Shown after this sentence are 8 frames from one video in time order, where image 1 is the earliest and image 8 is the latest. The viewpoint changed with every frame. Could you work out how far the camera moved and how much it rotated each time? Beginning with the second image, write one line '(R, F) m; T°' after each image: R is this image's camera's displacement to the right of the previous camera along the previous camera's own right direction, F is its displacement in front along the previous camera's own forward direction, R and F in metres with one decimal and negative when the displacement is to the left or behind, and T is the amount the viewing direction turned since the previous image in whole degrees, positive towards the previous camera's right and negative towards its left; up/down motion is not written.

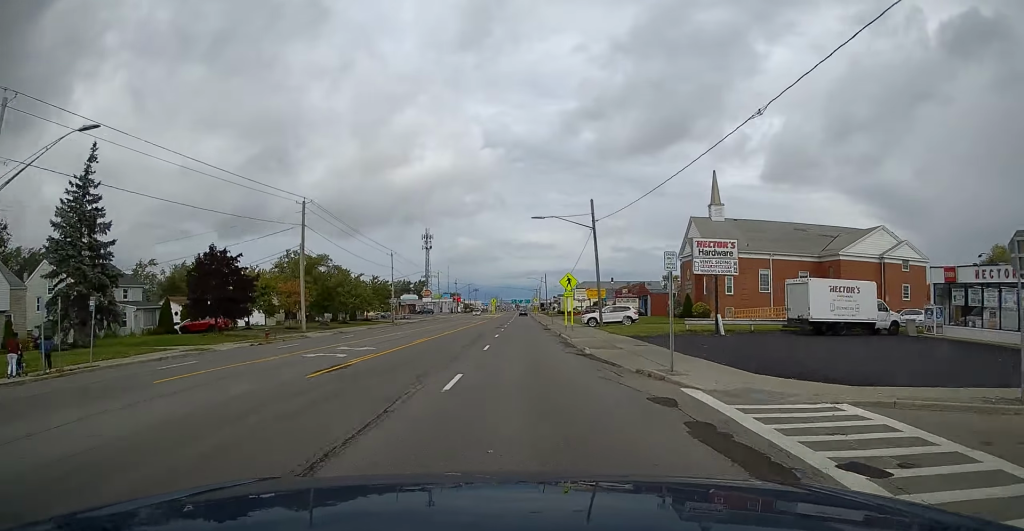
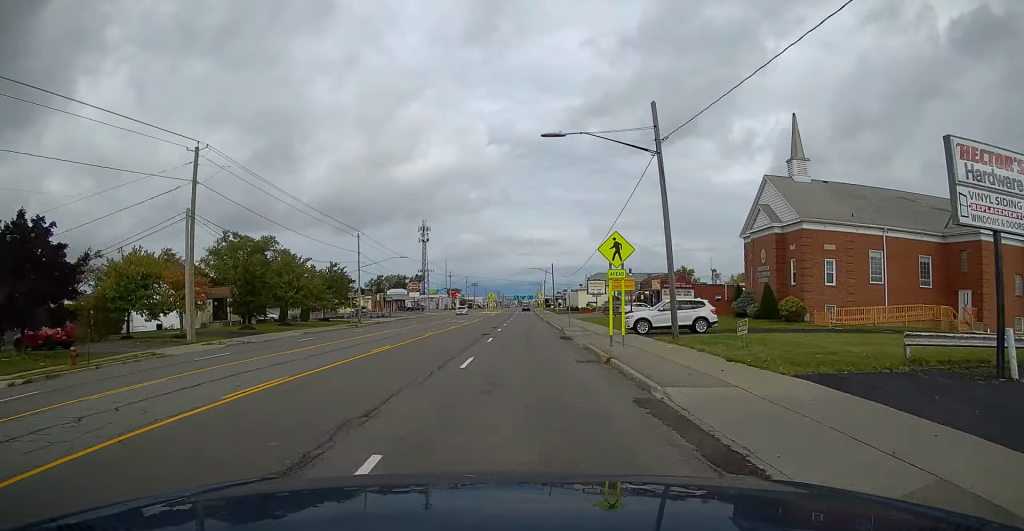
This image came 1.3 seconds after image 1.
(0.0, +21.8) m; 0°
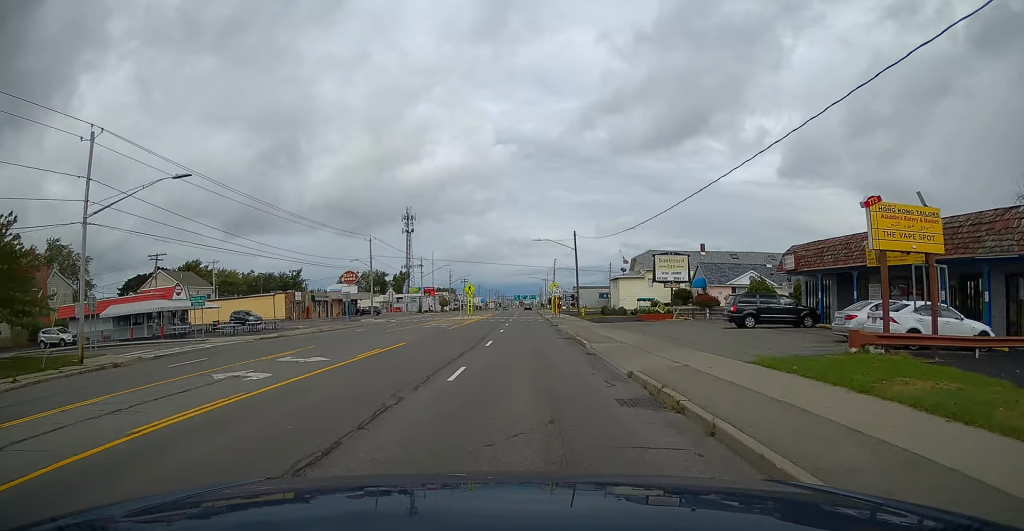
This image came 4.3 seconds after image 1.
(0.0, +50.7) m; 0°
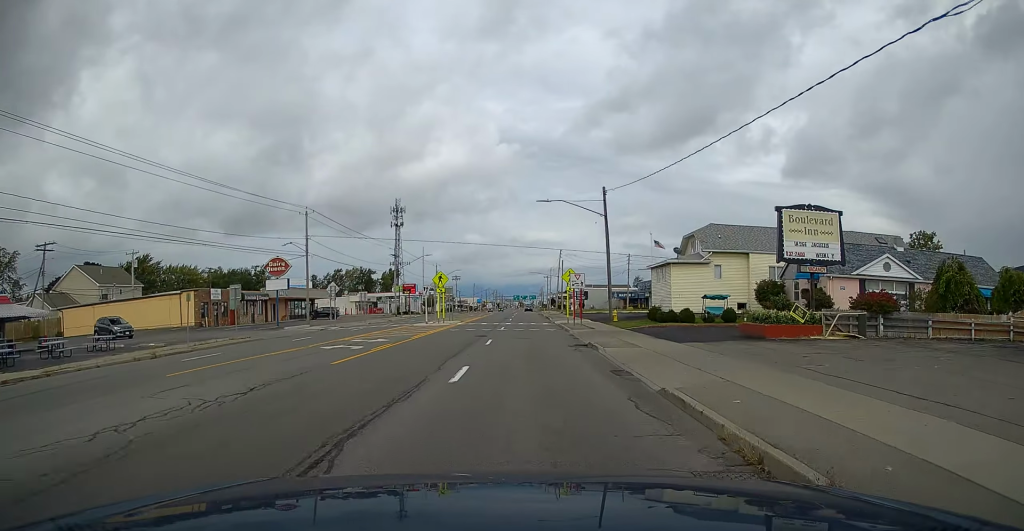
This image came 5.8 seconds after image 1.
(0.0, +24.8) m; 0°
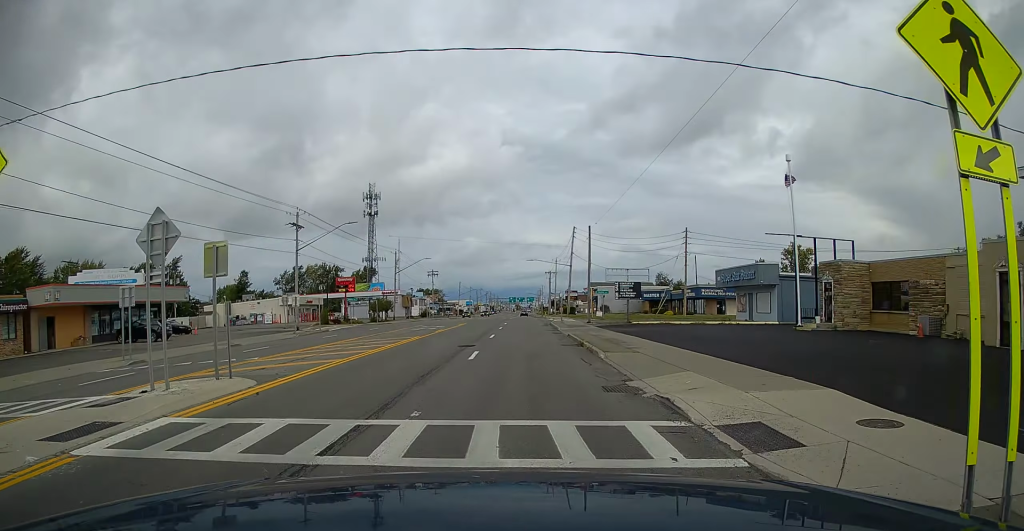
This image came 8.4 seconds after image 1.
(+0.1, +42.2) m; 0°
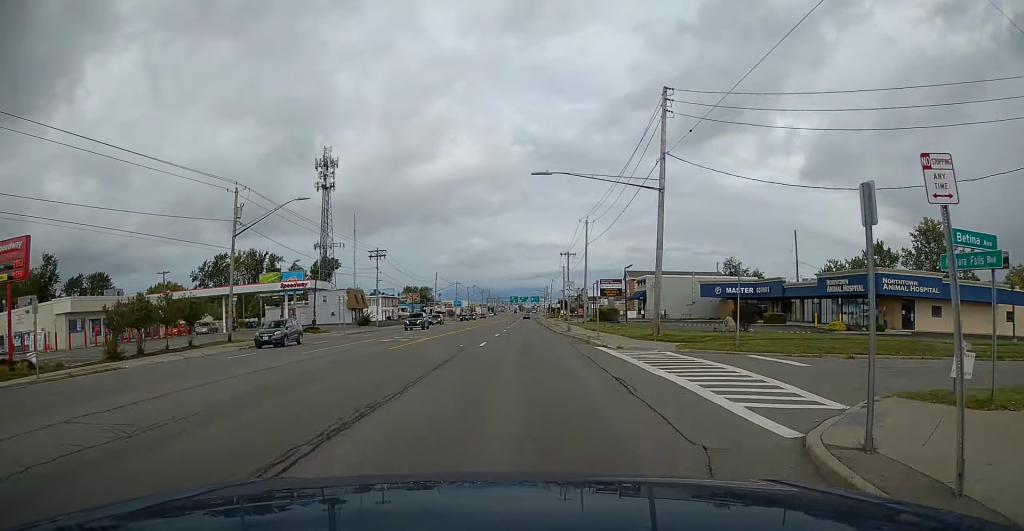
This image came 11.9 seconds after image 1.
(-0.2, +57.8) m; 0°
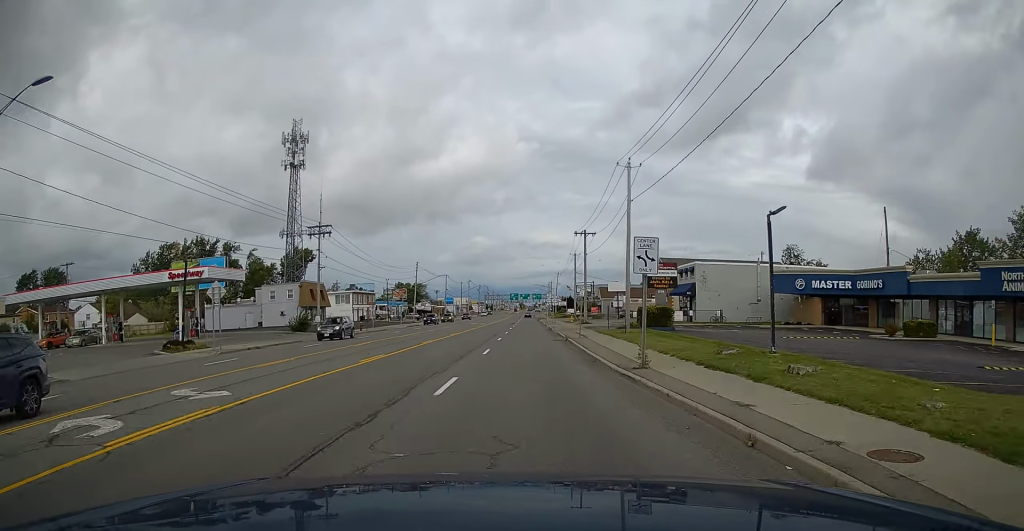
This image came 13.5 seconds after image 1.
(-0.2, +26.5) m; 0°
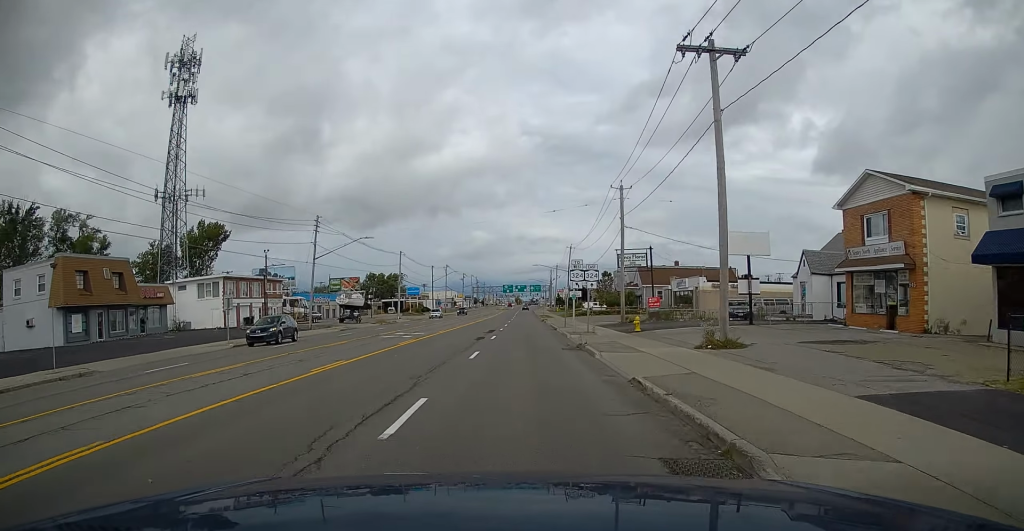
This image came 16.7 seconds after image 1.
(+0.5, +53.0) m; 0°
